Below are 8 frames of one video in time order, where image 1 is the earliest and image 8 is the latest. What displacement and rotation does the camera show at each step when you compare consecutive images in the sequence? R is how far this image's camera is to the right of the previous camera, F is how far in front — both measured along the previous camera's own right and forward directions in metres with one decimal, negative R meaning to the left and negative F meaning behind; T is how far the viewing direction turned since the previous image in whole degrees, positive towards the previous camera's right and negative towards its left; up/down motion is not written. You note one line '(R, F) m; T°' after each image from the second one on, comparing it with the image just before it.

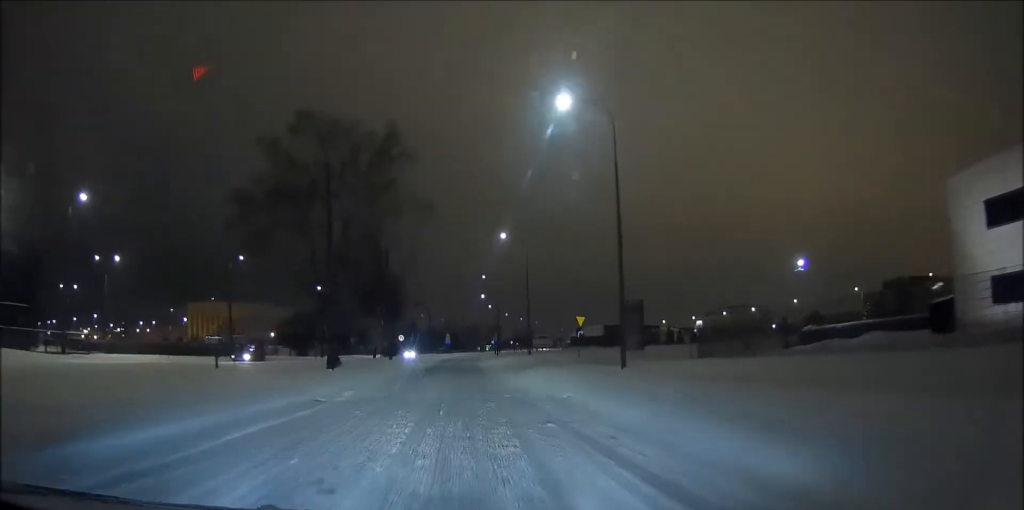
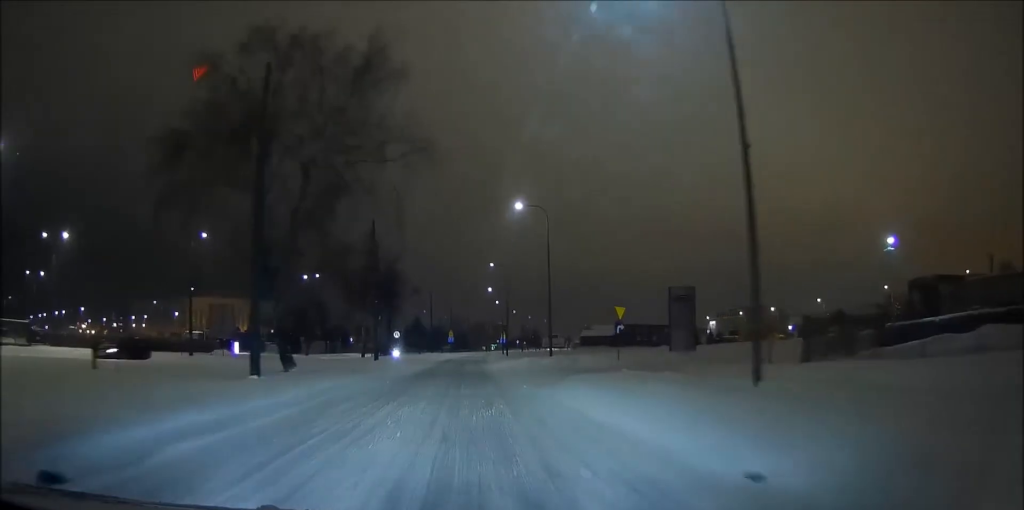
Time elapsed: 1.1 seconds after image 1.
(+0.1, +11.4) m; +1°
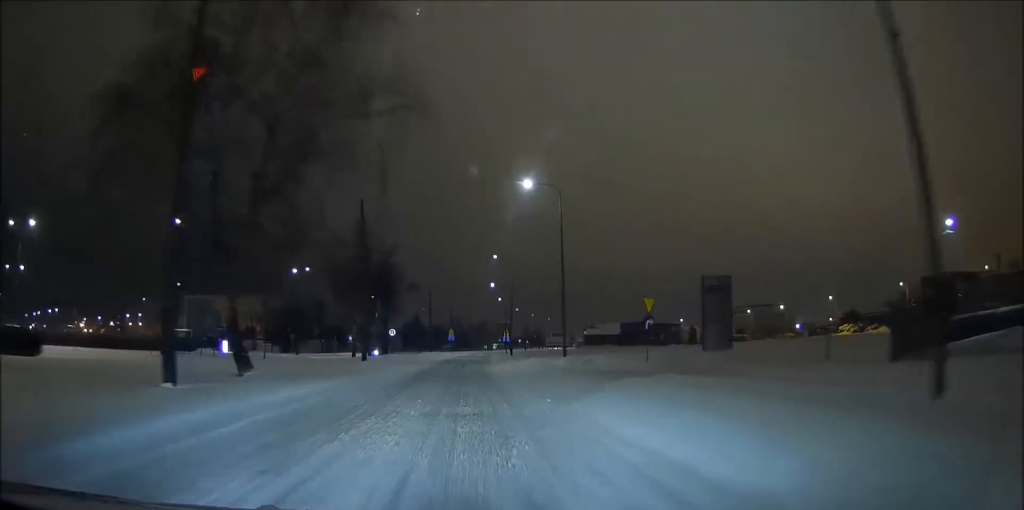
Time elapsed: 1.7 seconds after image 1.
(0.0, +5.9) m; 0°
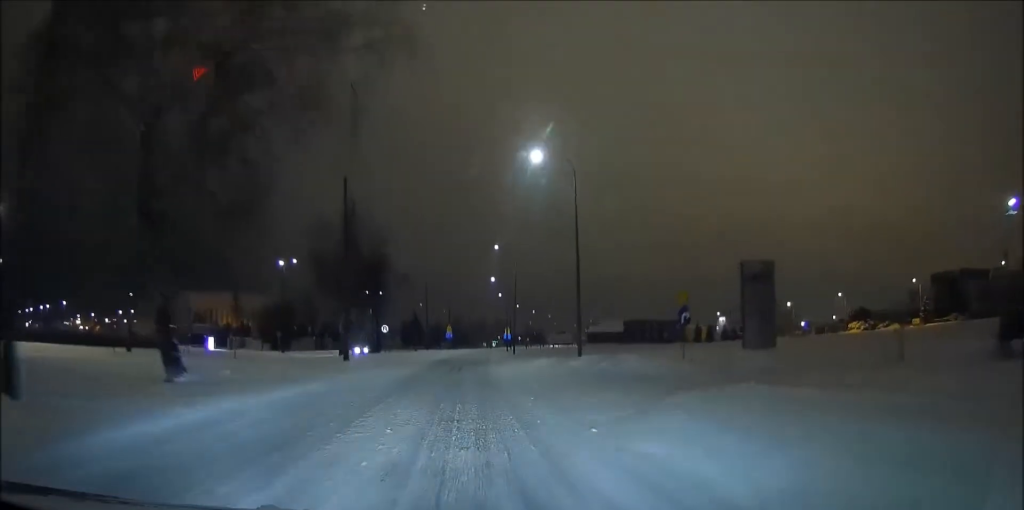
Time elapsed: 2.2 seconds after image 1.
(0.0, +5.6) m; 0°
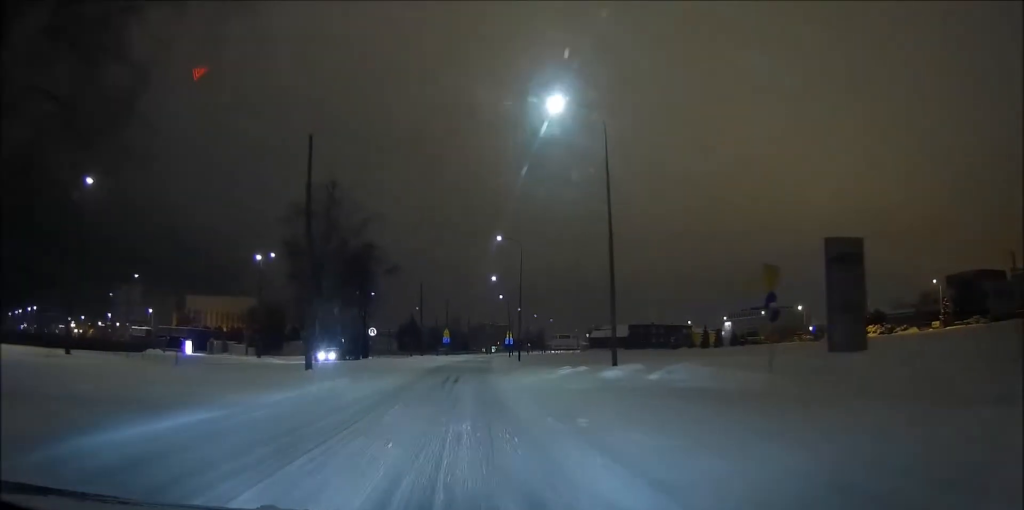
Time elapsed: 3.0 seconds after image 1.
(0.0, +8.1) m; 0°
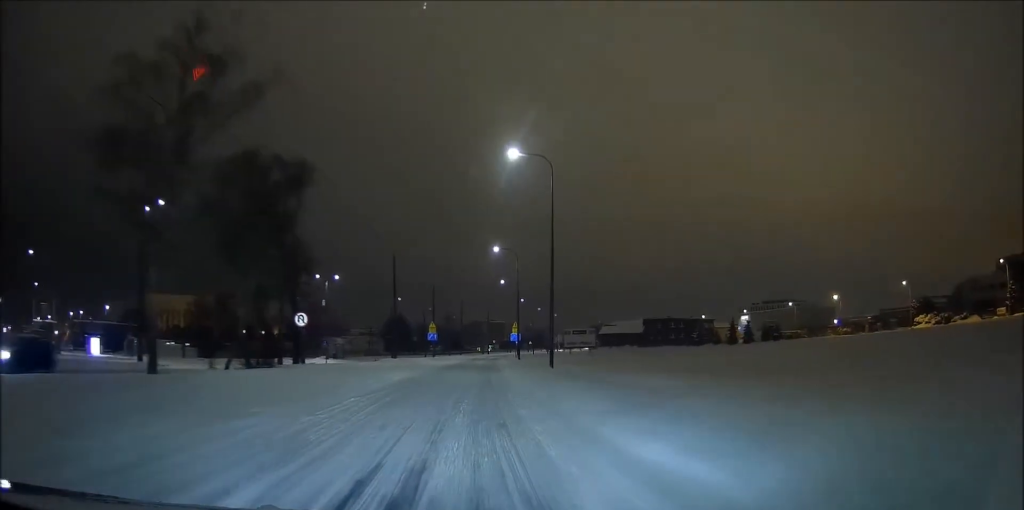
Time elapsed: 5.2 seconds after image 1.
(0.0, +23.9) m; 0°
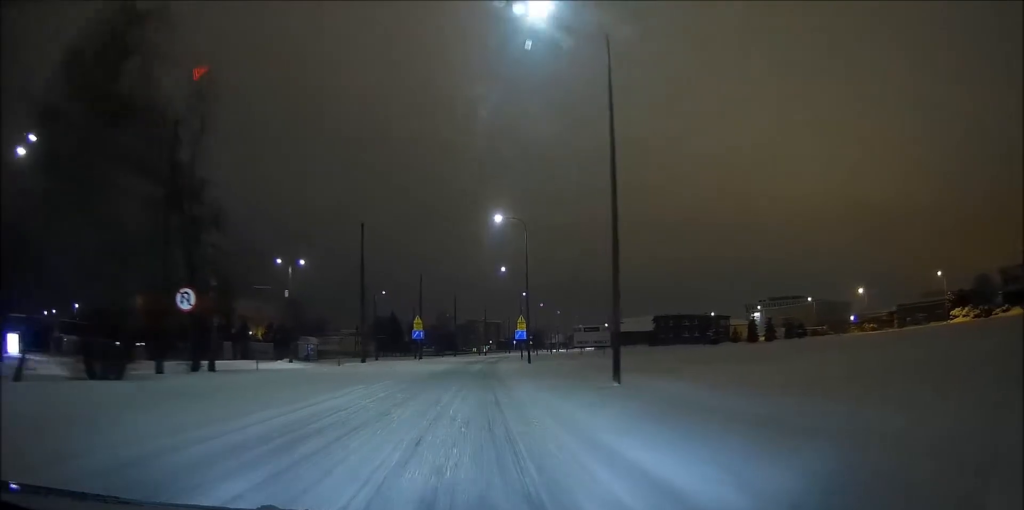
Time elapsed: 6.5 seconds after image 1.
(0.0, +14.6) m; 0°
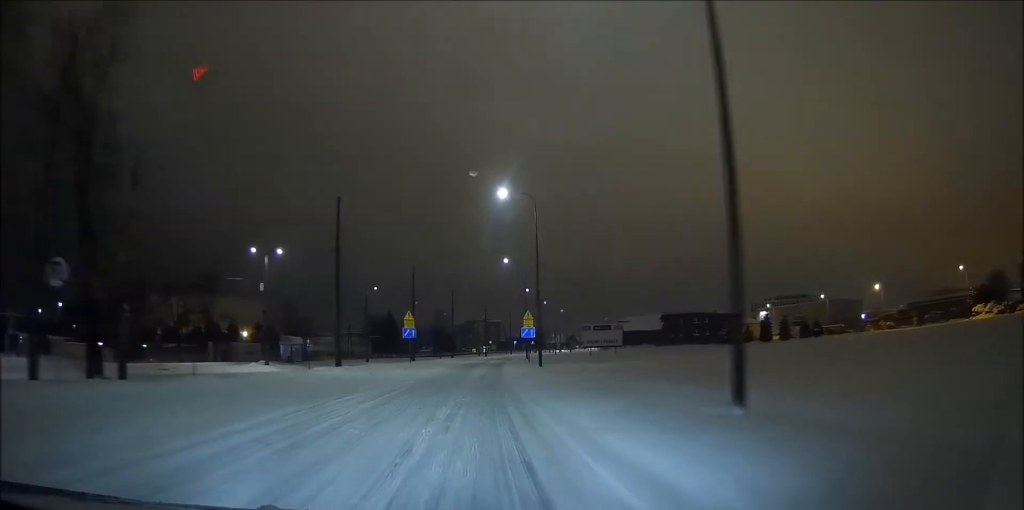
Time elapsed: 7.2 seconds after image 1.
(+0.1, +7.8) m; 0°
